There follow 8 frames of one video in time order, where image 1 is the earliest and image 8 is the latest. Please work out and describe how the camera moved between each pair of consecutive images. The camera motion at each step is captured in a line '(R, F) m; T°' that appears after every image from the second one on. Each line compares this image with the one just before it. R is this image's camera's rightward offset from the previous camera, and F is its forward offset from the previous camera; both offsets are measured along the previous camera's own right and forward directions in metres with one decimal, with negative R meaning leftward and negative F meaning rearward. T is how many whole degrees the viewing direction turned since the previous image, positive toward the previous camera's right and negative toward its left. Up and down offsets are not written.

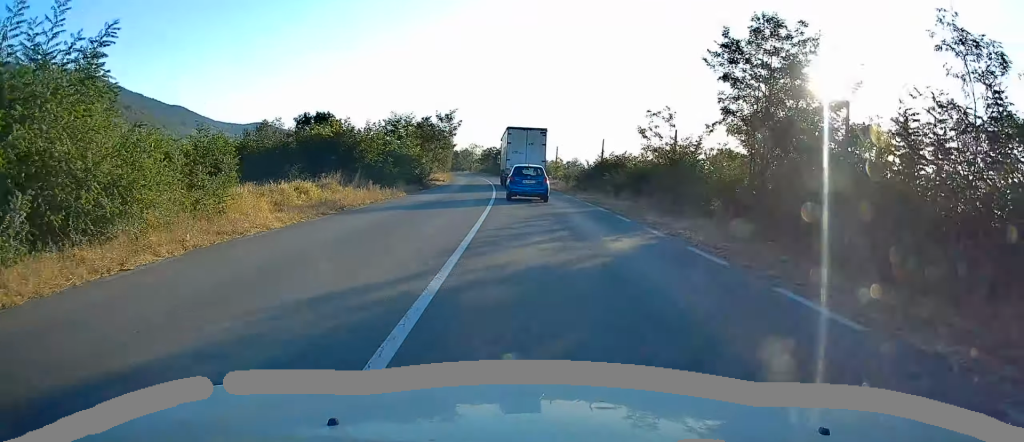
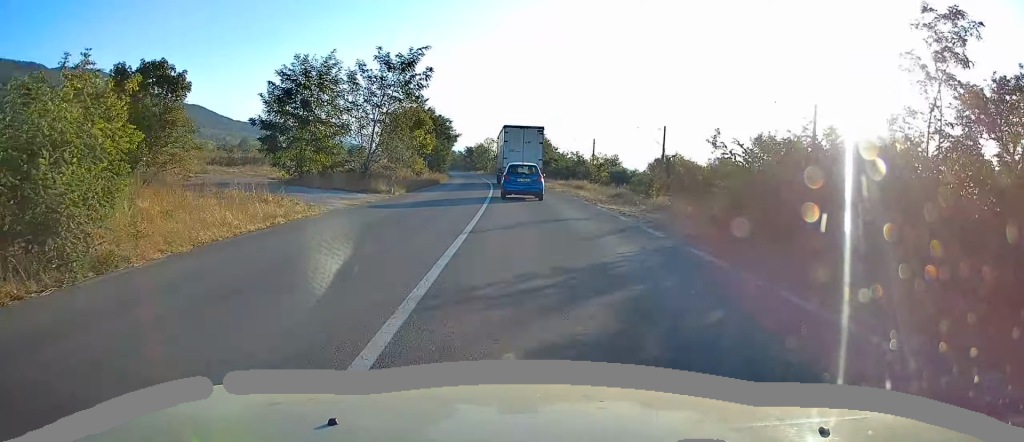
(-0.7, +32.9) m; -2°
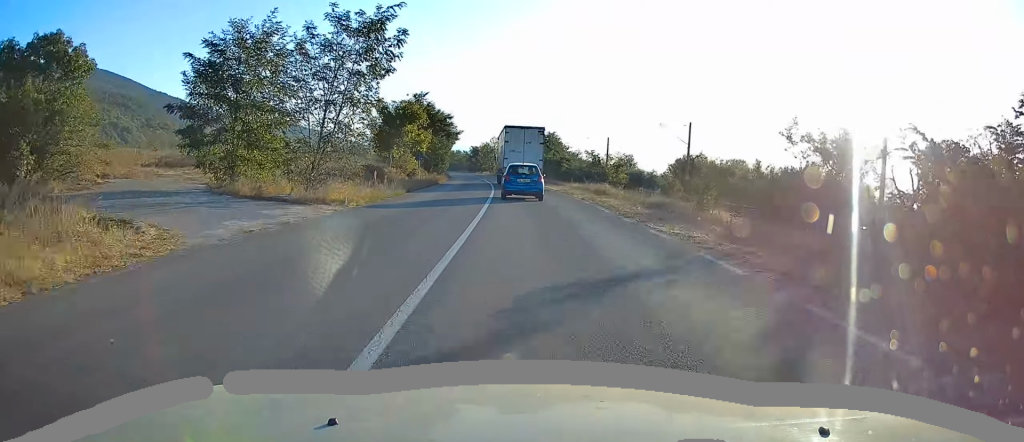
(0.0, +8.7) m; 0°
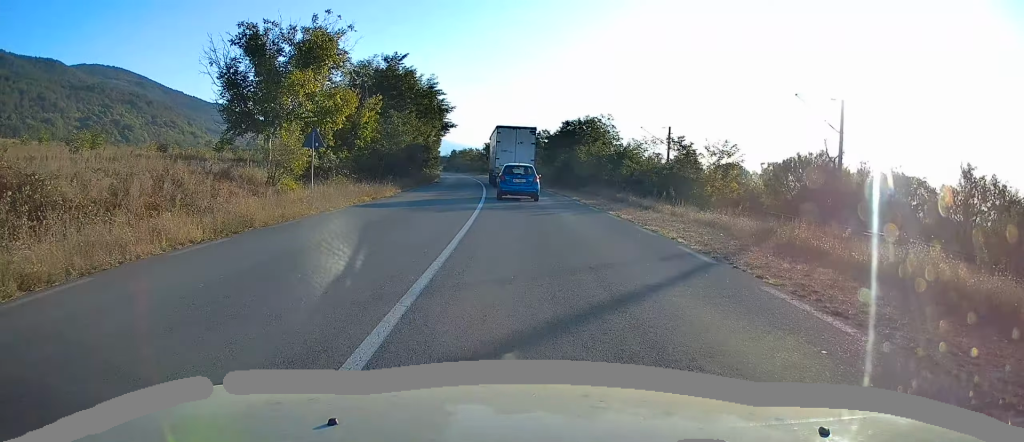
(-0.2, +31.5) m; -3°
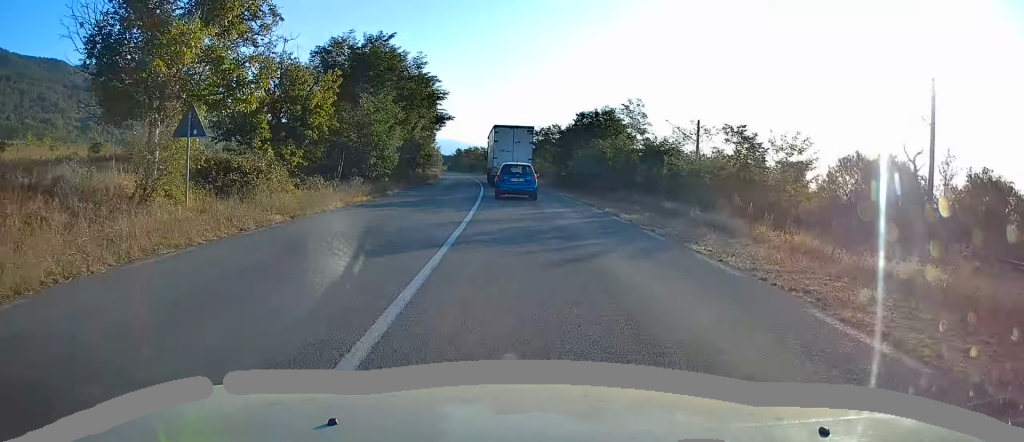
(-0.4, +9.4) m; -1°
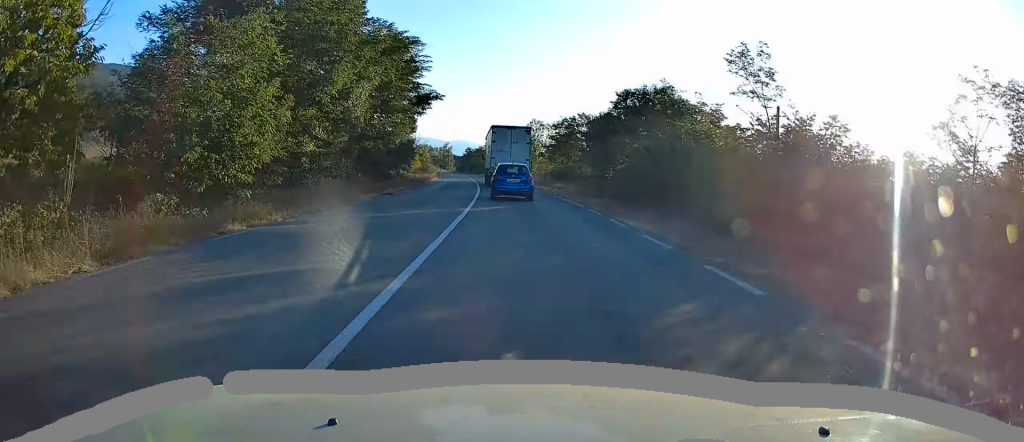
(-0.2, +17.4) m; -1°
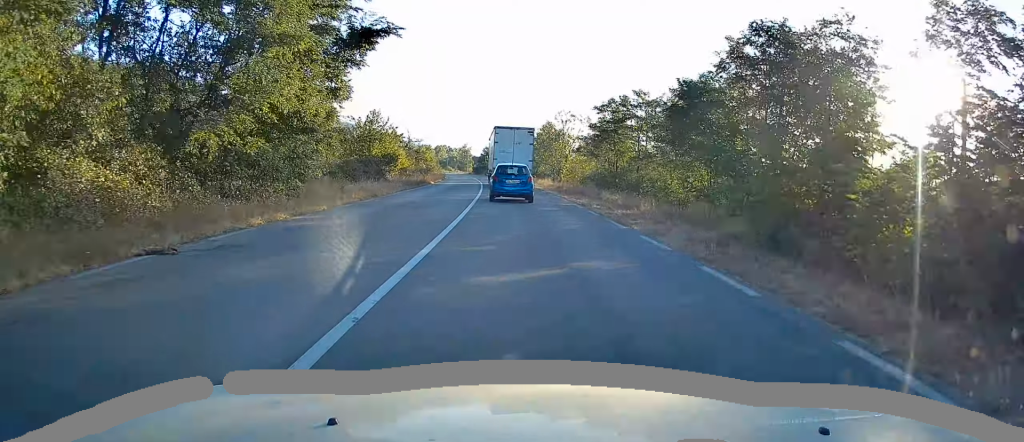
(0.0, +20.1) m; -1°
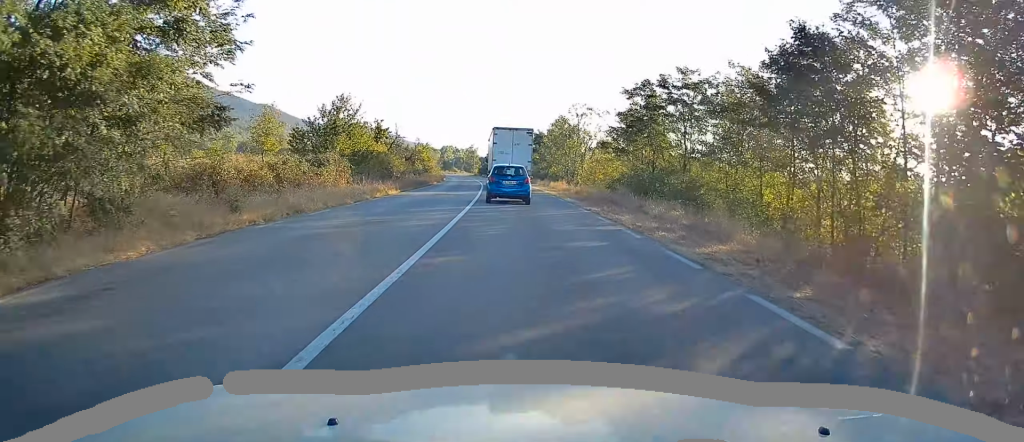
(0.0, +10.1) m; -1°
